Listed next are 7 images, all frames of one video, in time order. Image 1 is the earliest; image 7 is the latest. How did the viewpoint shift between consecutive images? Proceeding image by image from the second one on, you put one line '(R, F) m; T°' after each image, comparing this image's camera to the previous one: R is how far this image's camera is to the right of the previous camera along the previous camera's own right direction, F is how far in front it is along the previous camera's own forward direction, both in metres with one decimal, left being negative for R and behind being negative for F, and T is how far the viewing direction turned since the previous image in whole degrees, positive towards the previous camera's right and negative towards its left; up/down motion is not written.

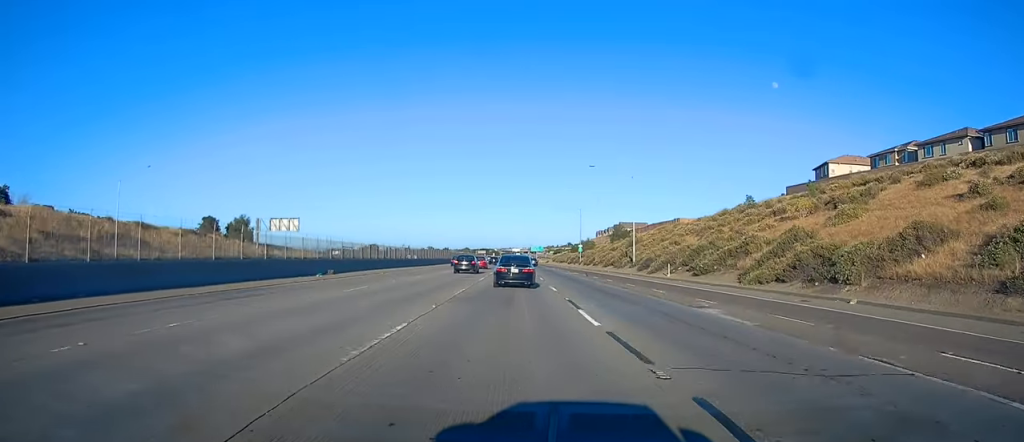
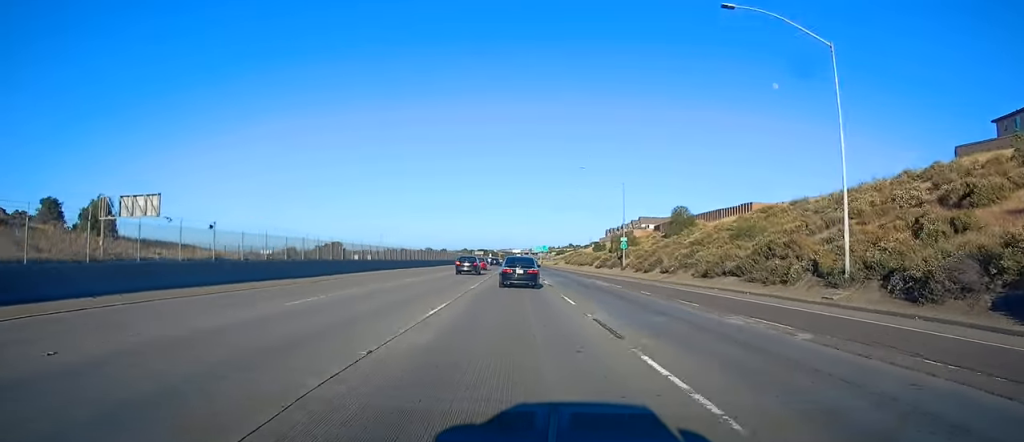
(-0.3, +52.2) m; 0°
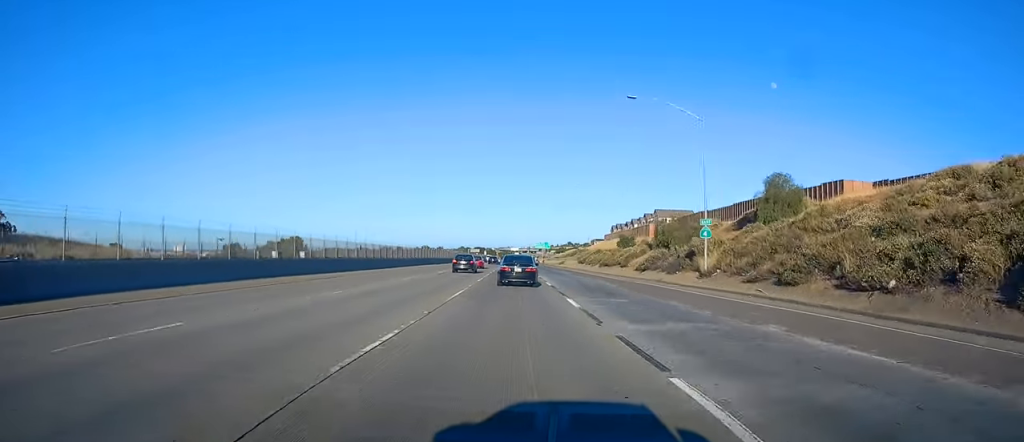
(0.0, +34.6) m; 0°
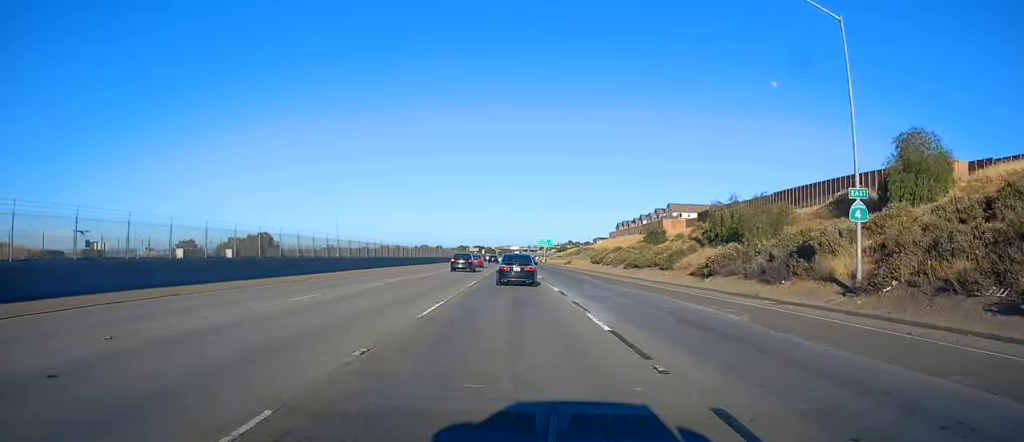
(0.0, +20.6) m; 0°
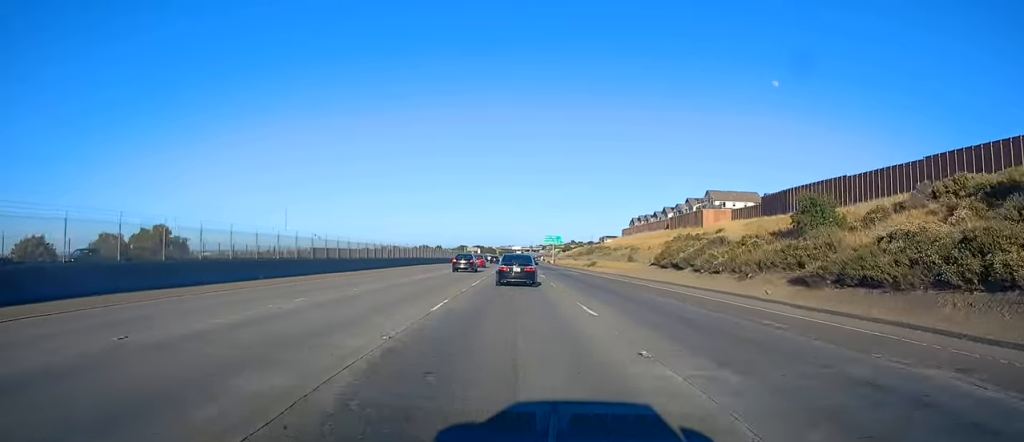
(0.0, +43.4) m; 0°
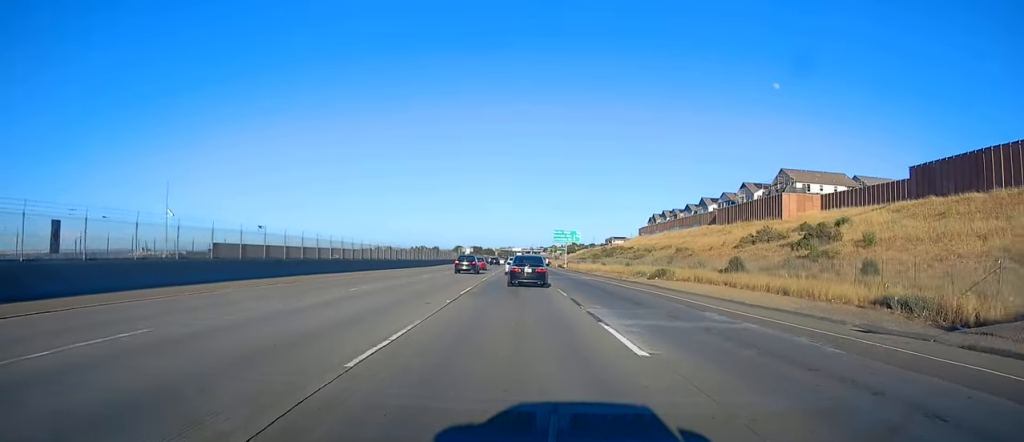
(+0.2, +50.8) m; 0°
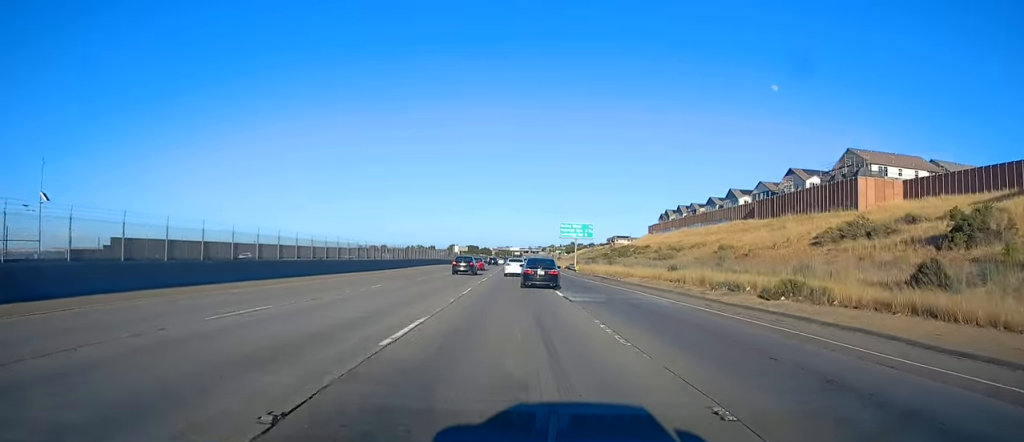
(0.0, +28.1) m; 0°
